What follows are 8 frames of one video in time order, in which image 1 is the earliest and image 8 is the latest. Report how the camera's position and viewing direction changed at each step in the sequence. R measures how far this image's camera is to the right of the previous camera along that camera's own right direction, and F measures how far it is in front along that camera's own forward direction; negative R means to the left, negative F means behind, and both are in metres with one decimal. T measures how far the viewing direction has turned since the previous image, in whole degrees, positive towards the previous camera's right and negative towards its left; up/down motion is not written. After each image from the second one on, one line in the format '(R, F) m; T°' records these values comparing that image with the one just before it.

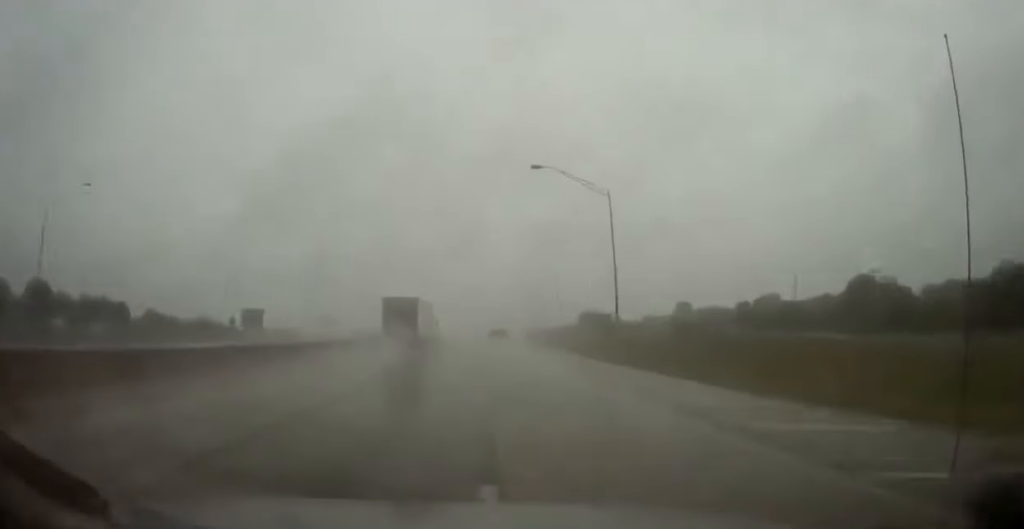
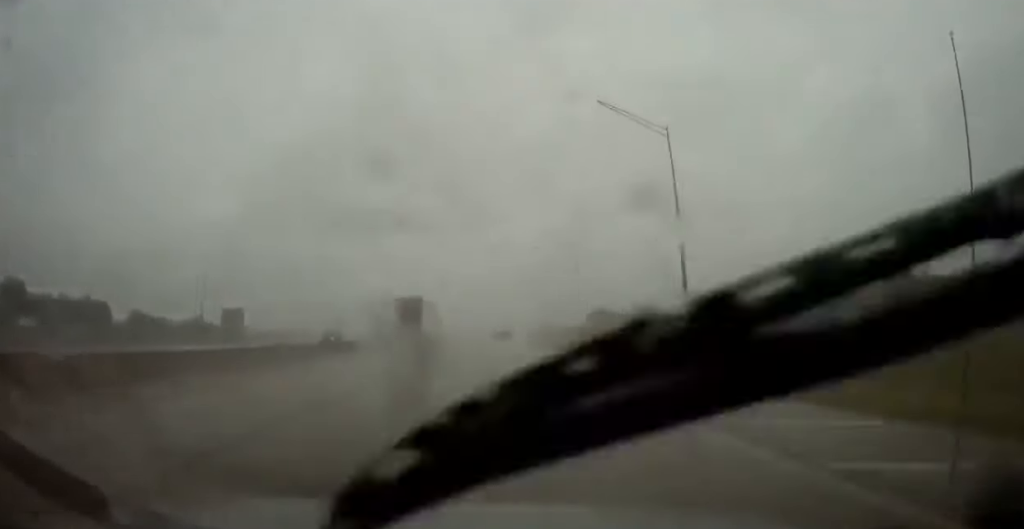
(+0.1, +12.9) m; 0°
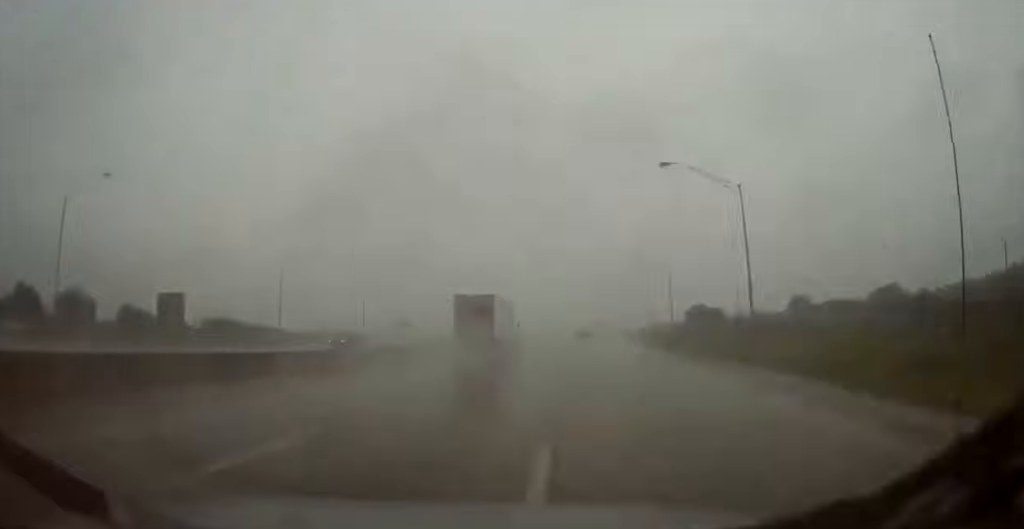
(-0.3, +40.6) m; 0°
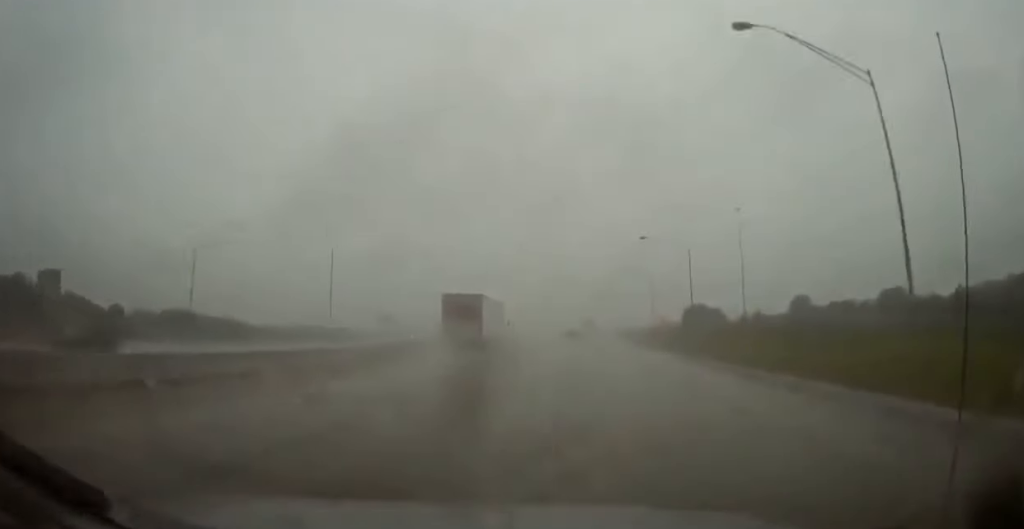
(+0.5, +20.1) m; -1°
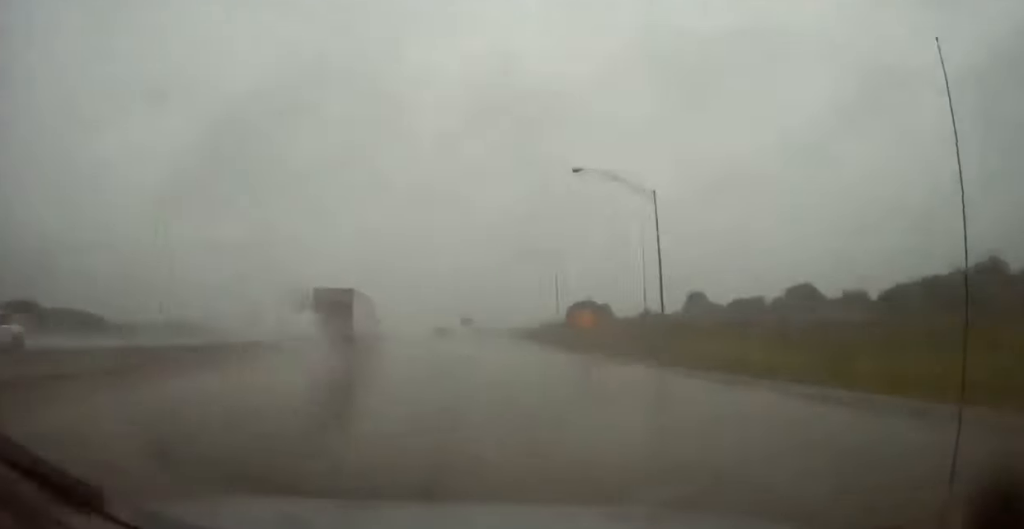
(-1.4, +28.9) m; 0°
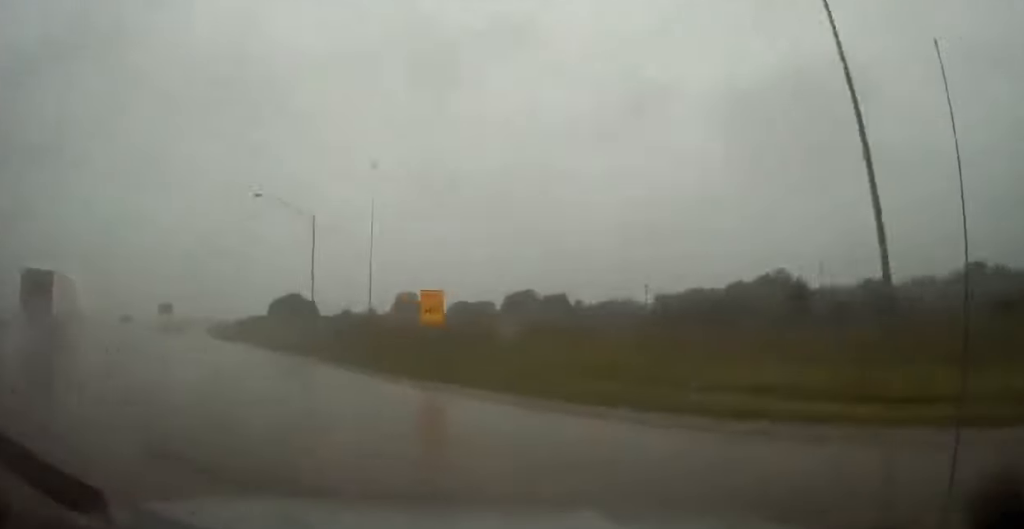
(+1.5, +33.5) m; +2°
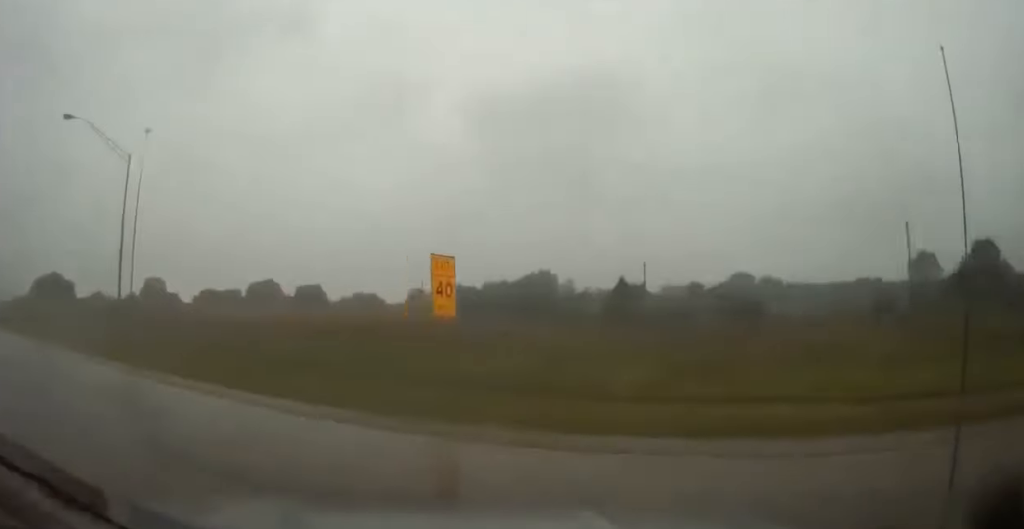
(-0.5, +16.7) m; +1°
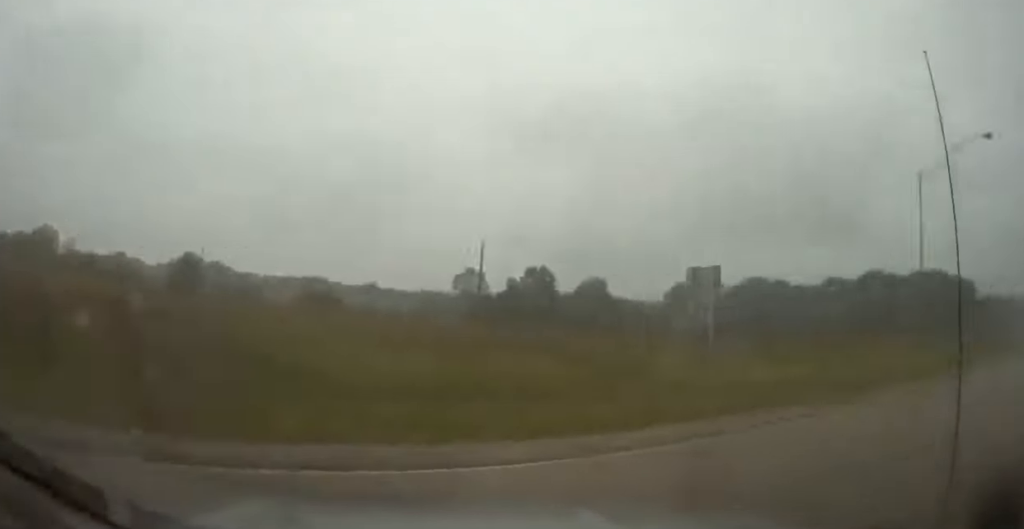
(+0.6, +22.4) m; +3°
